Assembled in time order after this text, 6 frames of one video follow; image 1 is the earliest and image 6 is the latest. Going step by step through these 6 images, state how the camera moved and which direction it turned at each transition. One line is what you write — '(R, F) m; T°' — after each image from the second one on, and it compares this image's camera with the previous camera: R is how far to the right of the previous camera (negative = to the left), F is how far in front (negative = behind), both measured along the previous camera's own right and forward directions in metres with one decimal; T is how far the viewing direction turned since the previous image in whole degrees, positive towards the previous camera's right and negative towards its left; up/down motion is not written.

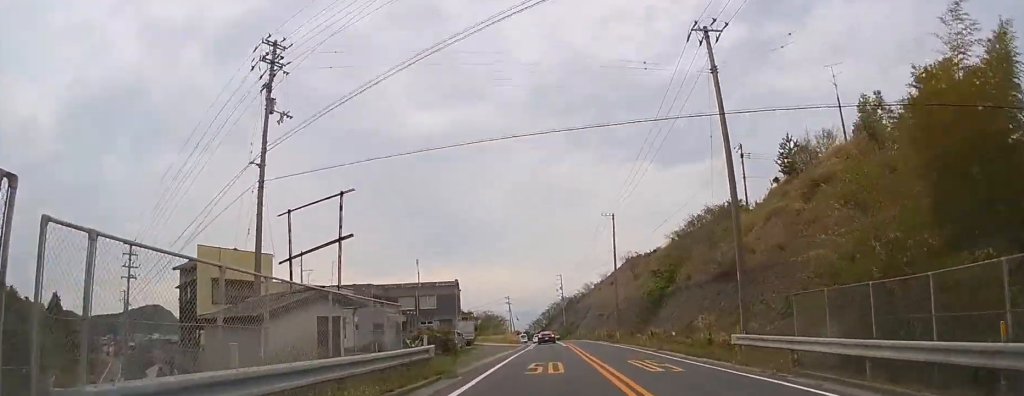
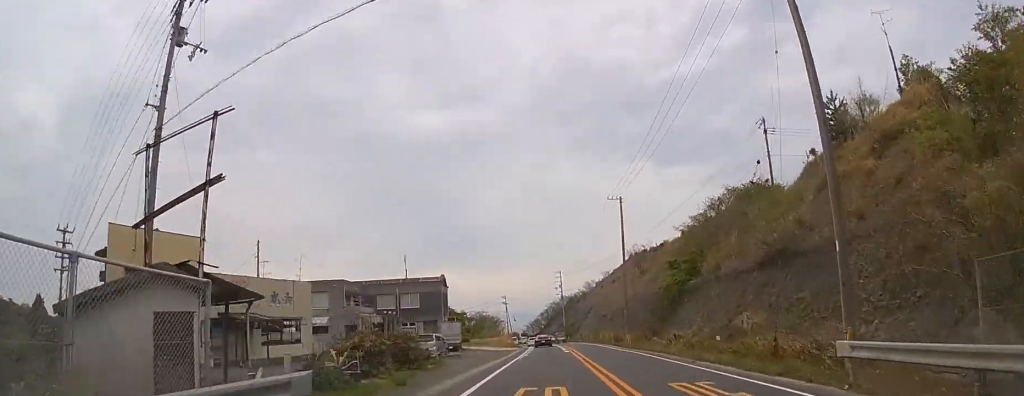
(0.0, +6.9) m; 0°
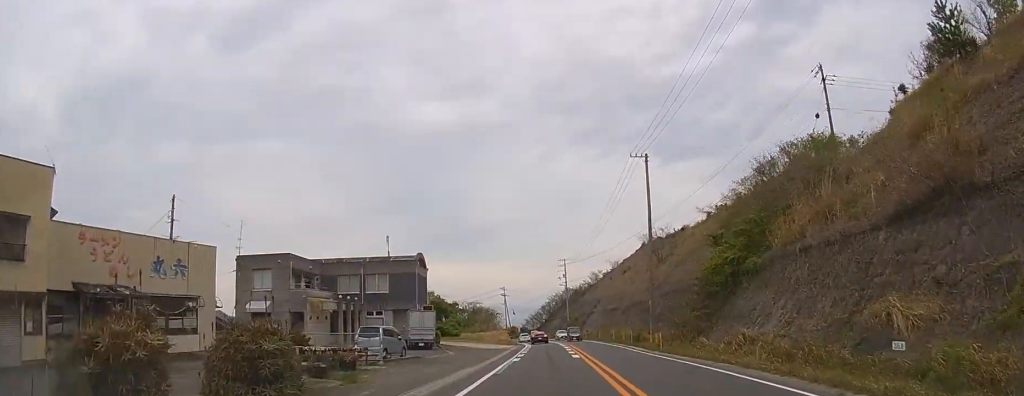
(0.0, +11.1) m; 0°
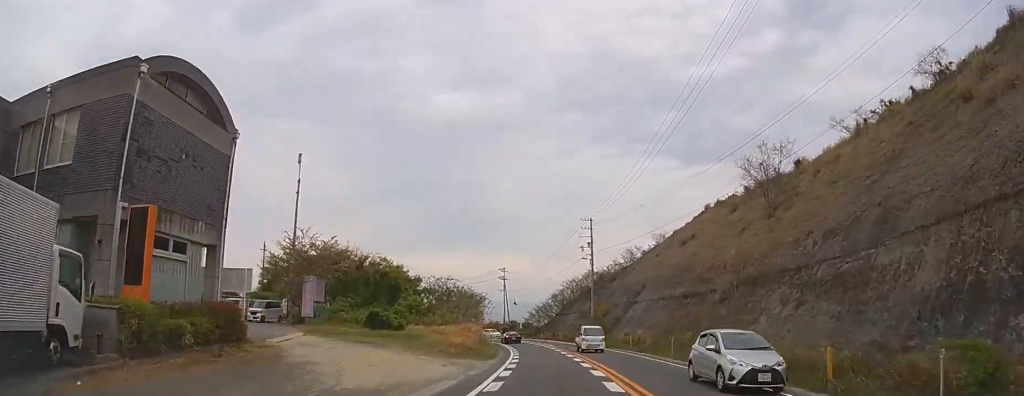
(0.0, +31.7) m; 0°
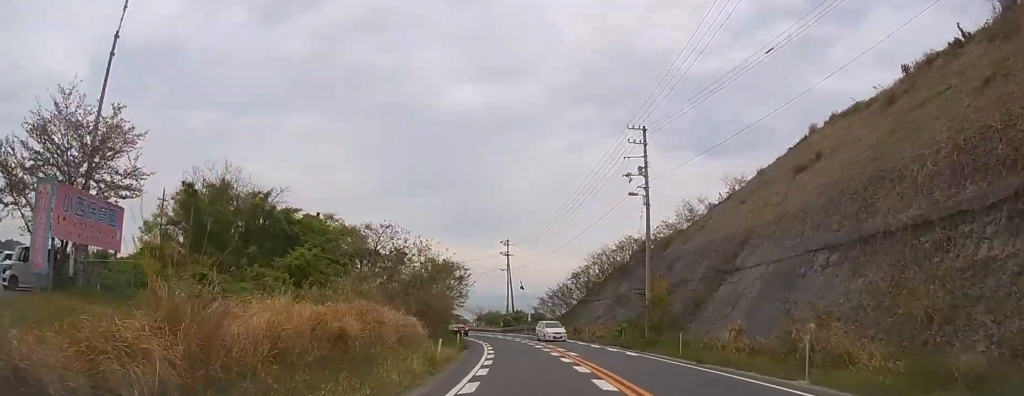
(-0.3, +25.3) m; -2°
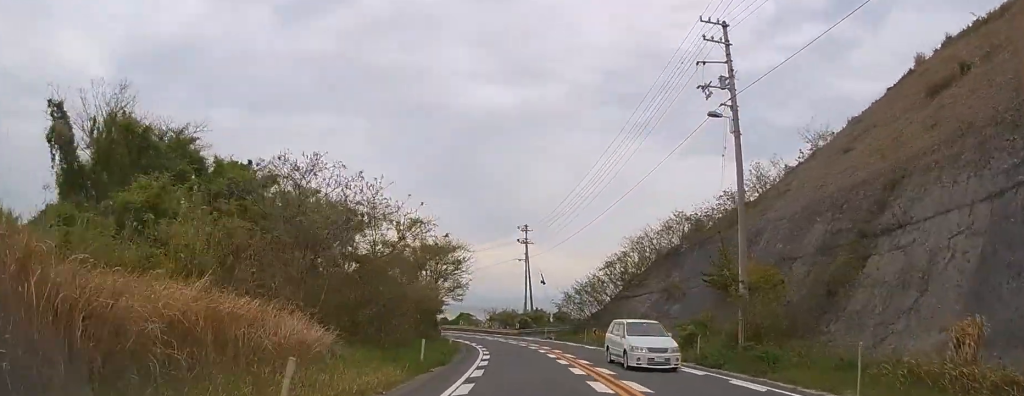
(-0.2, +12.4) m; -2°
